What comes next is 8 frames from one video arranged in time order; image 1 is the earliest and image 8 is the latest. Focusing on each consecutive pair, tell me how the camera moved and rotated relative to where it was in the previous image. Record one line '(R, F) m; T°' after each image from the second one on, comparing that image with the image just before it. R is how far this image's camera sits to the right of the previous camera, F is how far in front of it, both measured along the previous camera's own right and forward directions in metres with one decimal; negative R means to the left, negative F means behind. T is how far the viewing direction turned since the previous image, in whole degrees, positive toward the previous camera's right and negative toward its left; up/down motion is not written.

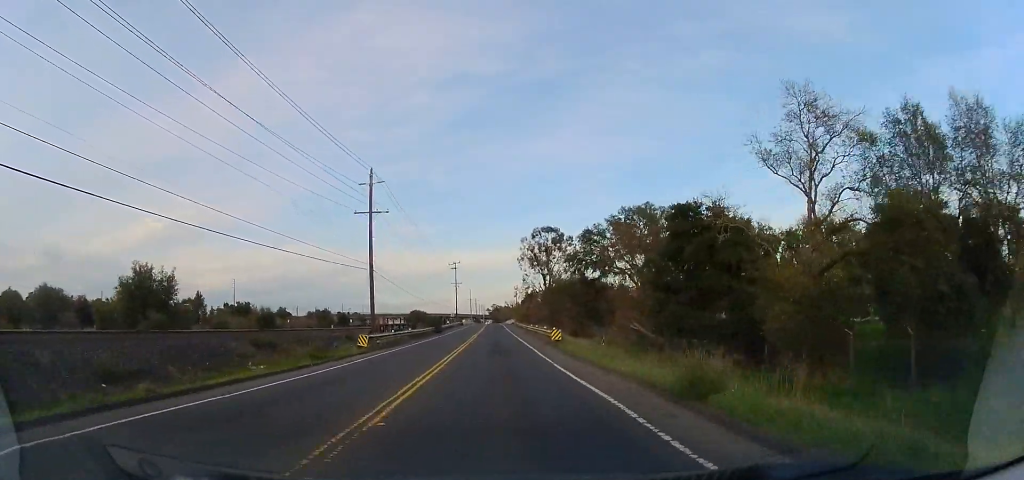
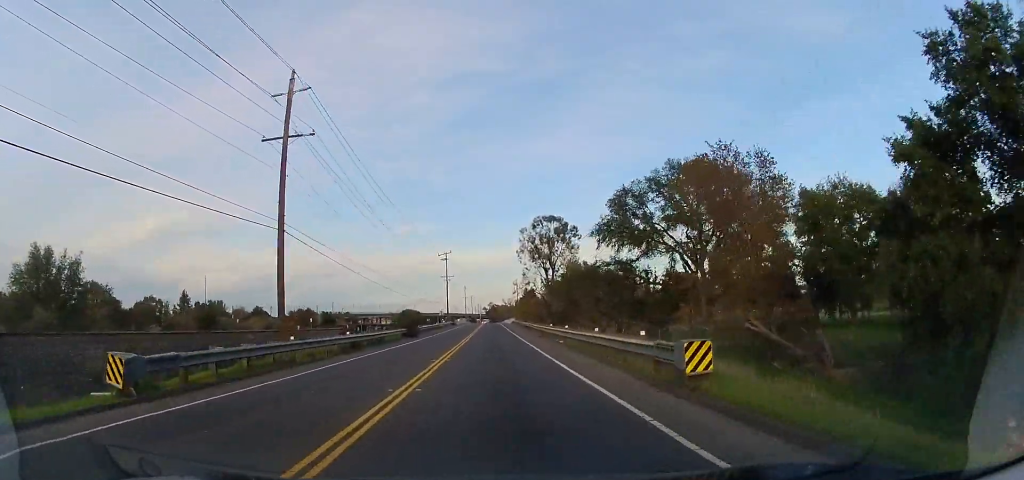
(0.0, +19.0) m; -1°
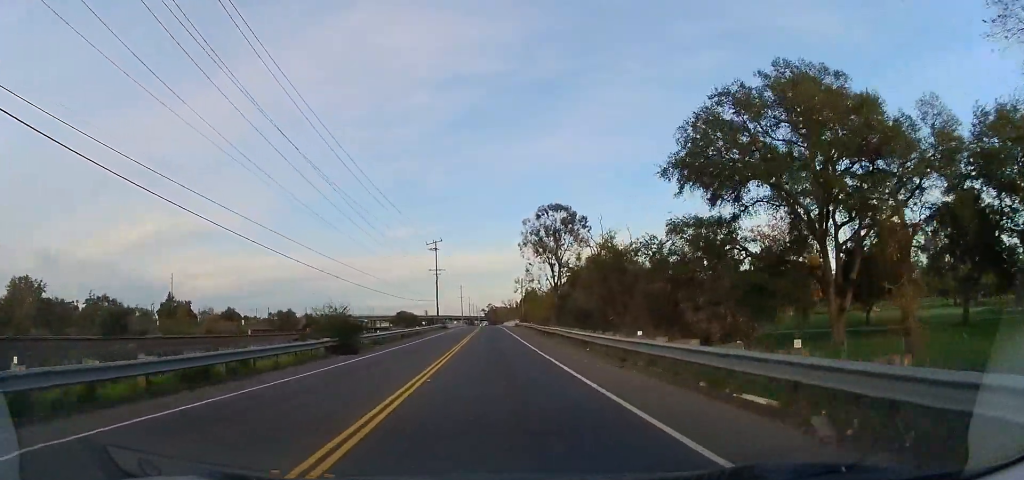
(-0.4, +20.2) m; +2°
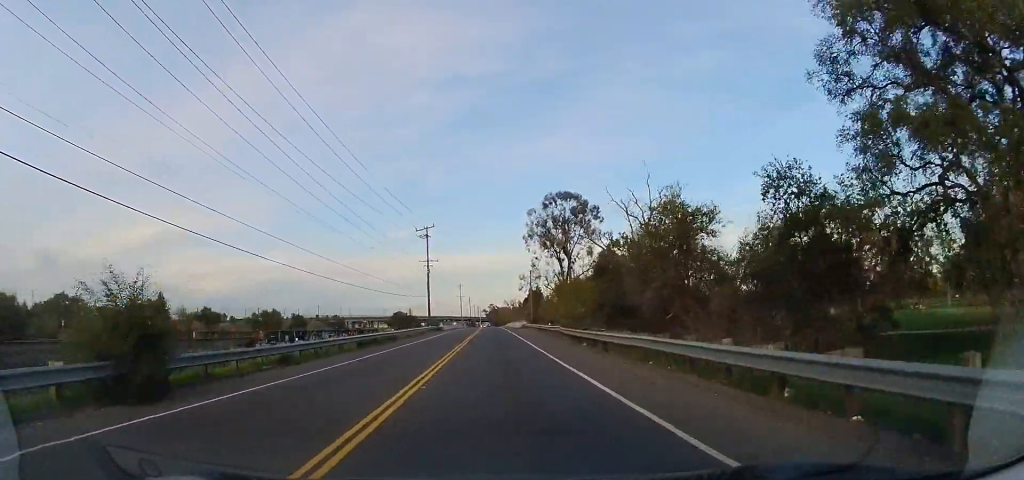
(+0.9, +15.9) m; +1°
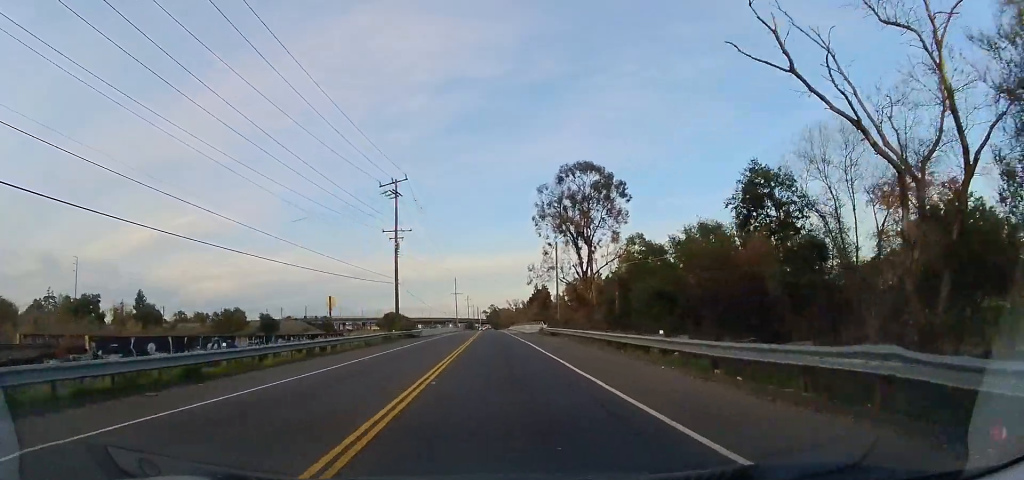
(-1.0, +27.8) m; -3°
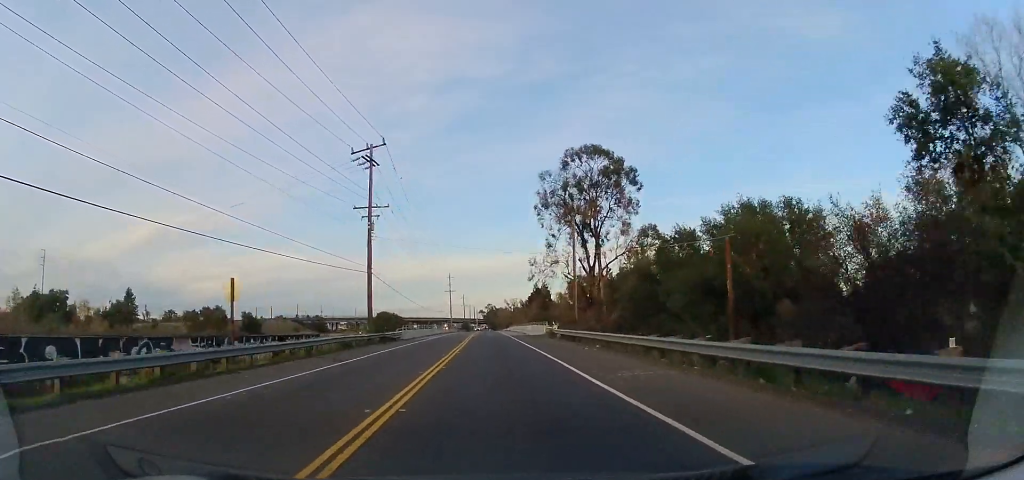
(-0.2, +10.7) m; 0°
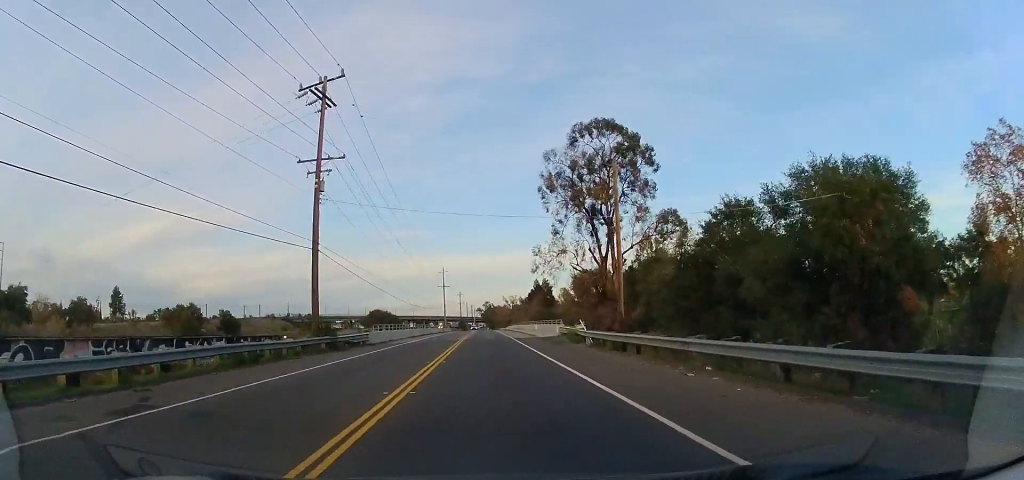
(+0.2, +12.8) m; 0°
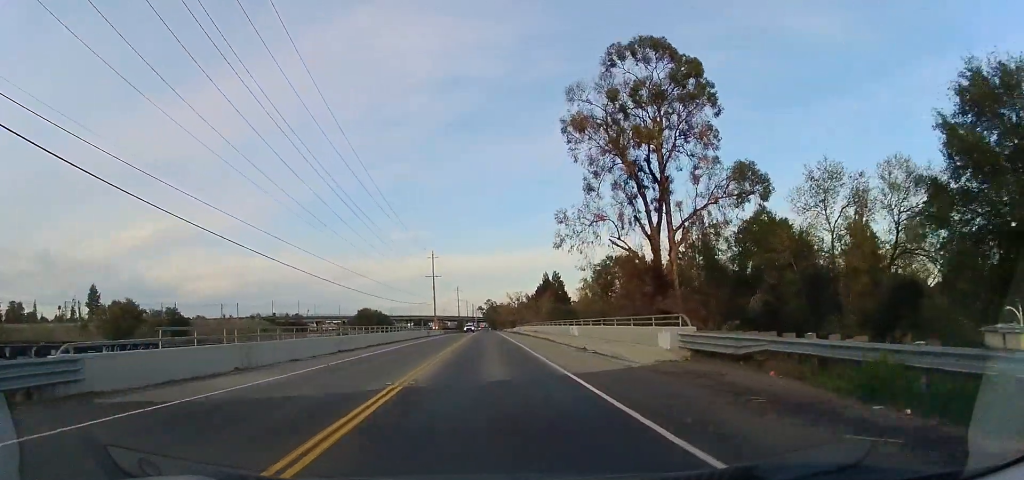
(-0.1, +27.9) m; +1°
